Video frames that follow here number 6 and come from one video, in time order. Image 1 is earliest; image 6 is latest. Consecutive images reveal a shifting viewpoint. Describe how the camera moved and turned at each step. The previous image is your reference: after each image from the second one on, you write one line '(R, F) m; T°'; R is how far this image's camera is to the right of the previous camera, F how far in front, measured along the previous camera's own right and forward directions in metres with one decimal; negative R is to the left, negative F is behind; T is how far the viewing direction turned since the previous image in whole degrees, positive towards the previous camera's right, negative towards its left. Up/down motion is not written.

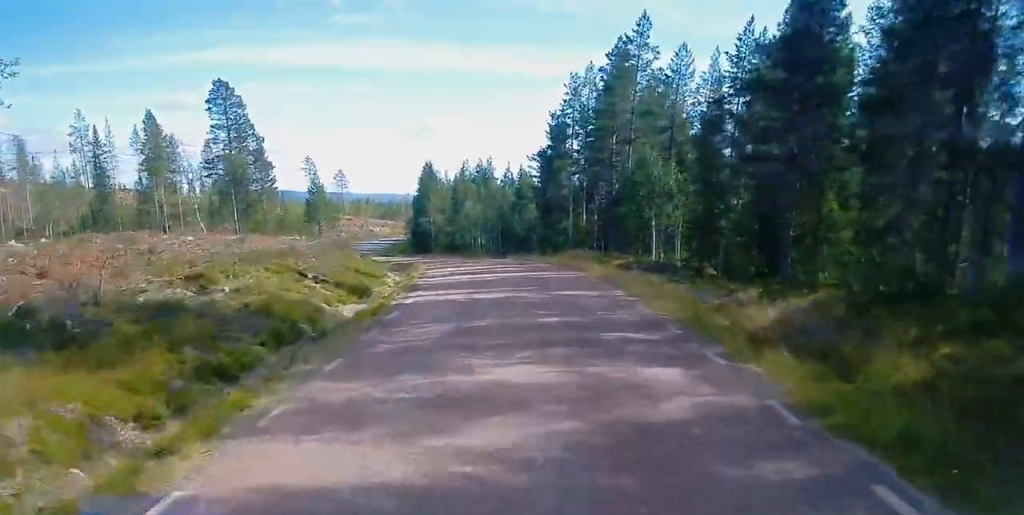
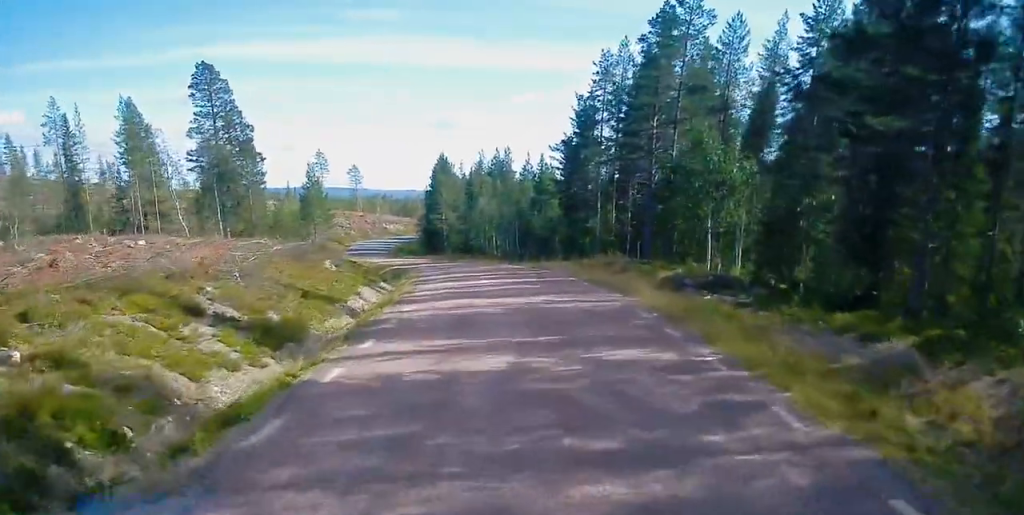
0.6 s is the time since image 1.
(+0.1, +9.2) m; -1°
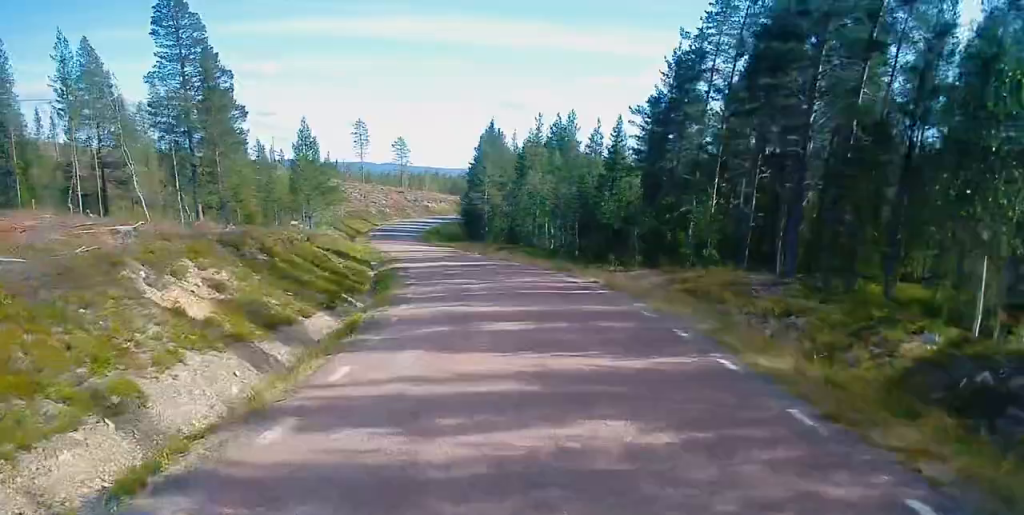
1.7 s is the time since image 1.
(-0.5, +17.8) m; -7°
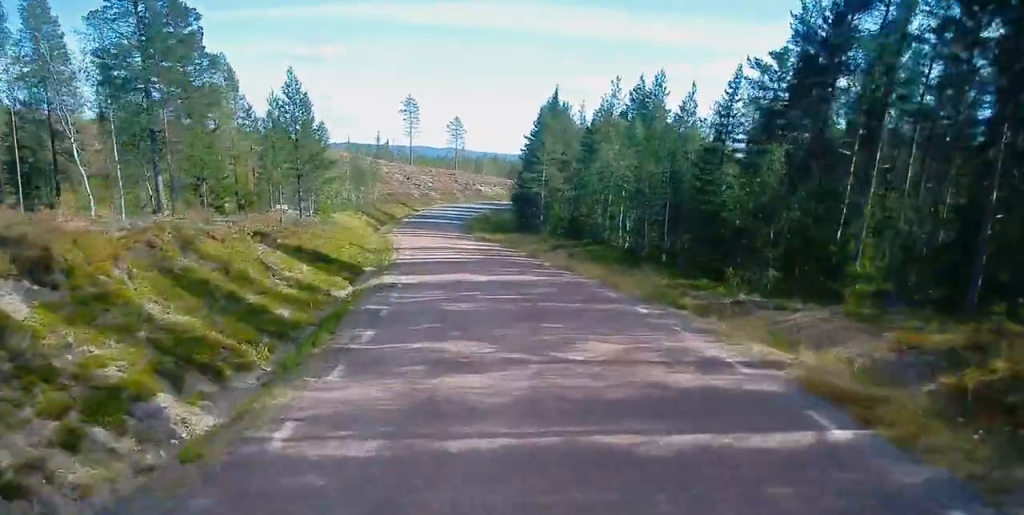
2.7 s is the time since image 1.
(-1.2, +15.1) m; -5°
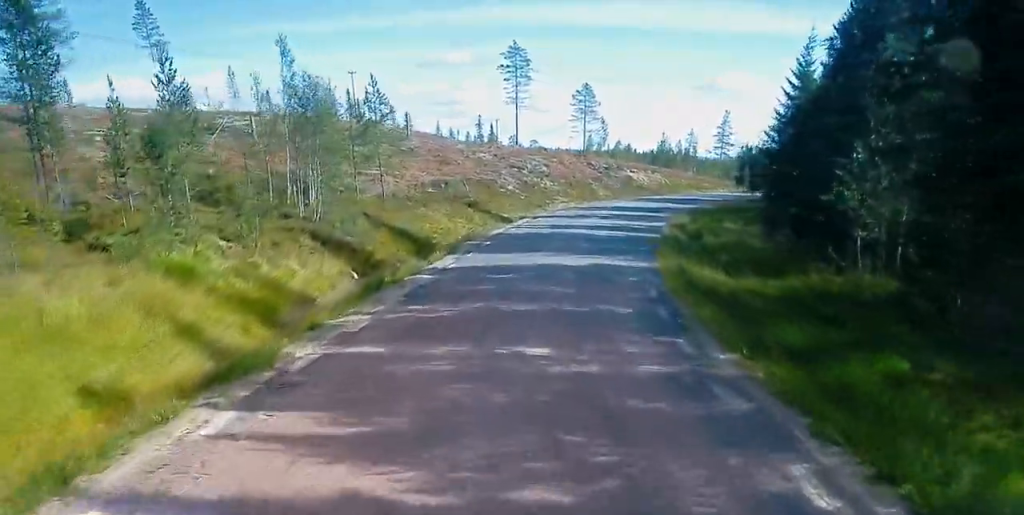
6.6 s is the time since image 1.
(+0.3, +61.0) m; +2°
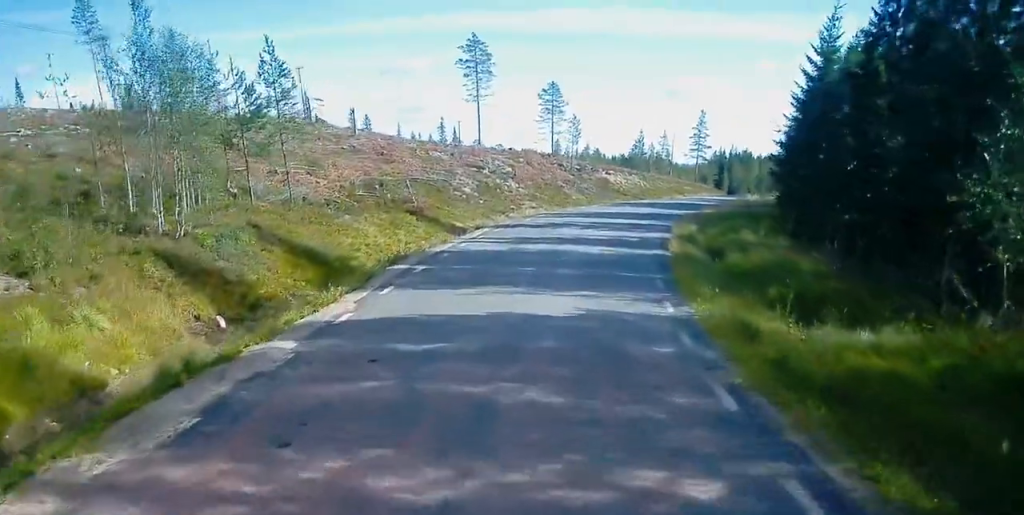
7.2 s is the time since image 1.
(+0.1, +9.5) m; +2°
